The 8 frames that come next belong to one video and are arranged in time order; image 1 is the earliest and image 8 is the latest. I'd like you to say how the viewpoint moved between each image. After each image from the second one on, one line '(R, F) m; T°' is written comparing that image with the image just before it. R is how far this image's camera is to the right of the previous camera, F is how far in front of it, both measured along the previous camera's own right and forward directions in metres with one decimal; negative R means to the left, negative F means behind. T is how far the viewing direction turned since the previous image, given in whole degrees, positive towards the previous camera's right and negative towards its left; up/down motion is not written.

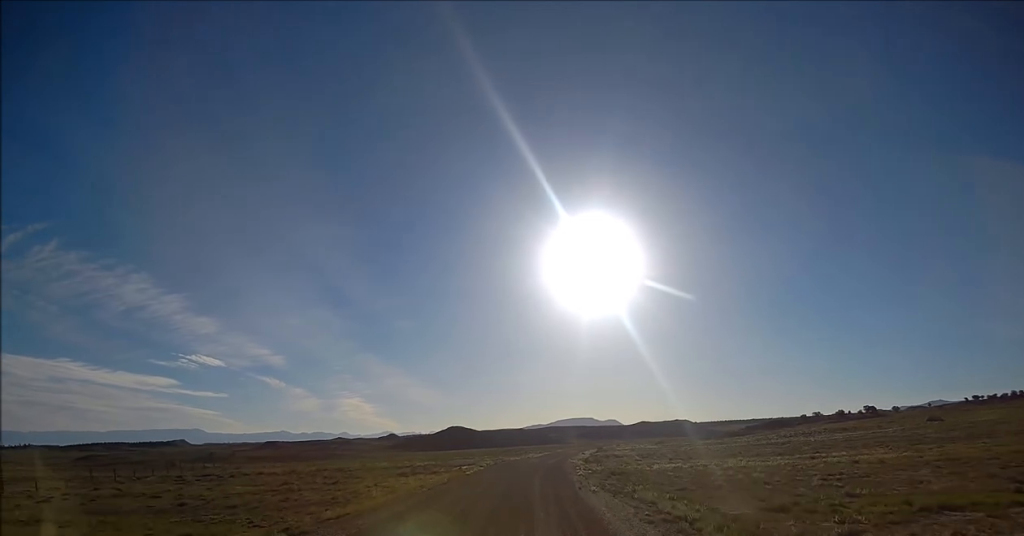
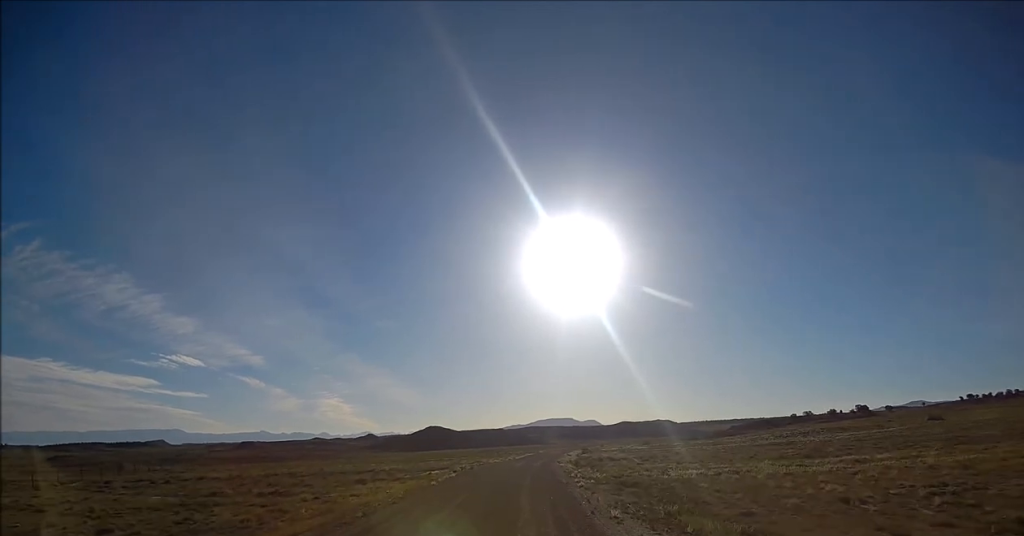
(+0.3, +10.5) m; +2°
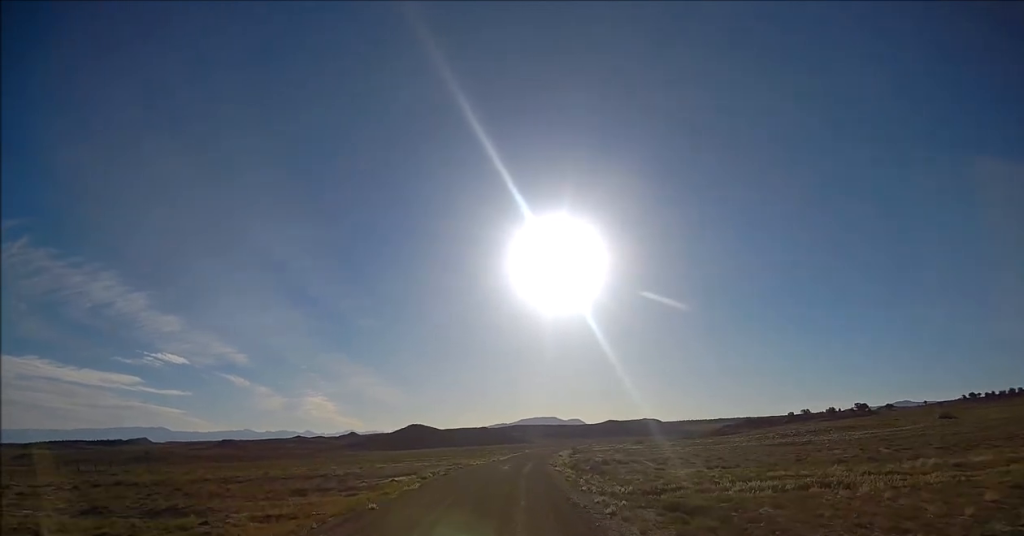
(+0.2, +13.2) m; +2°
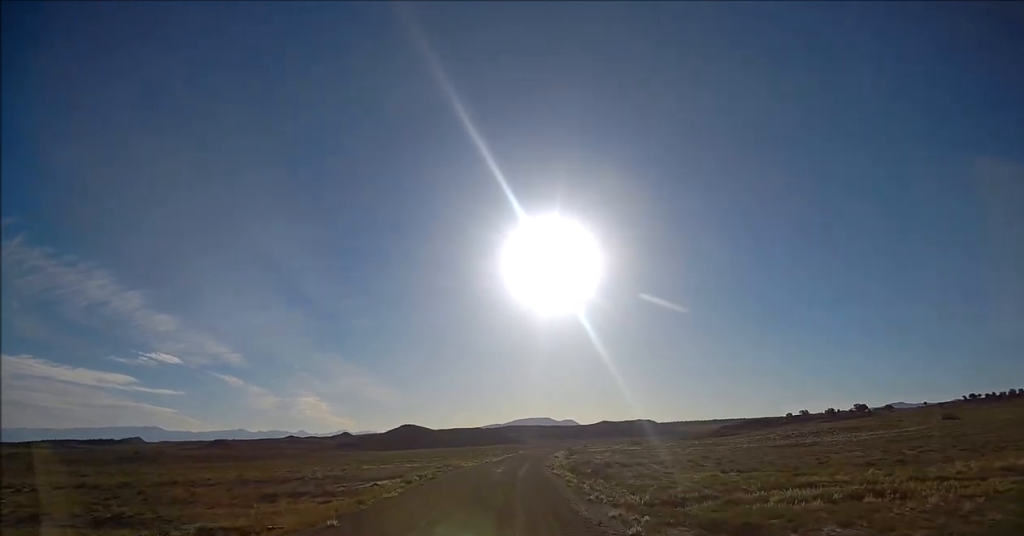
(0.0, +4.5) m; +1°
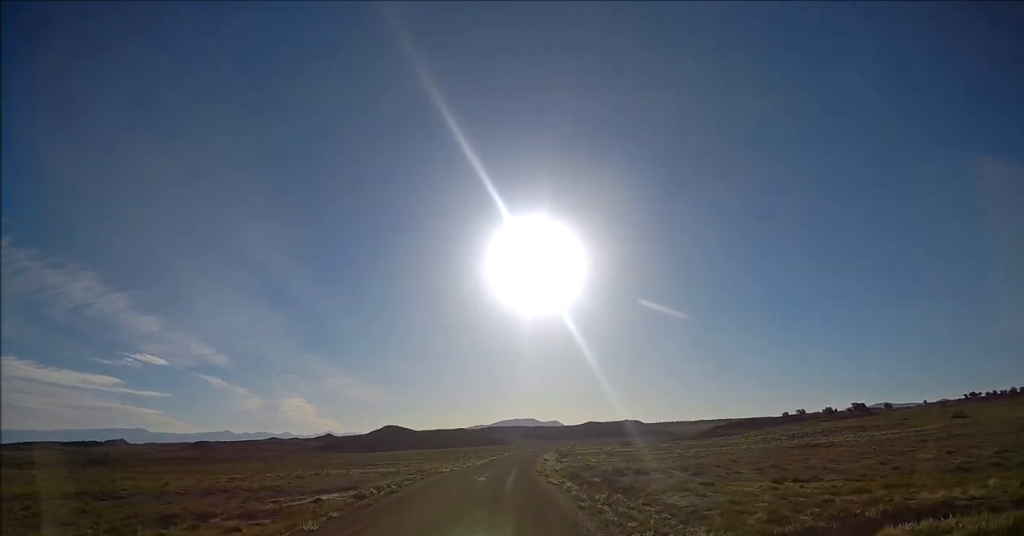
(+0.1, +10.1) m; +1°
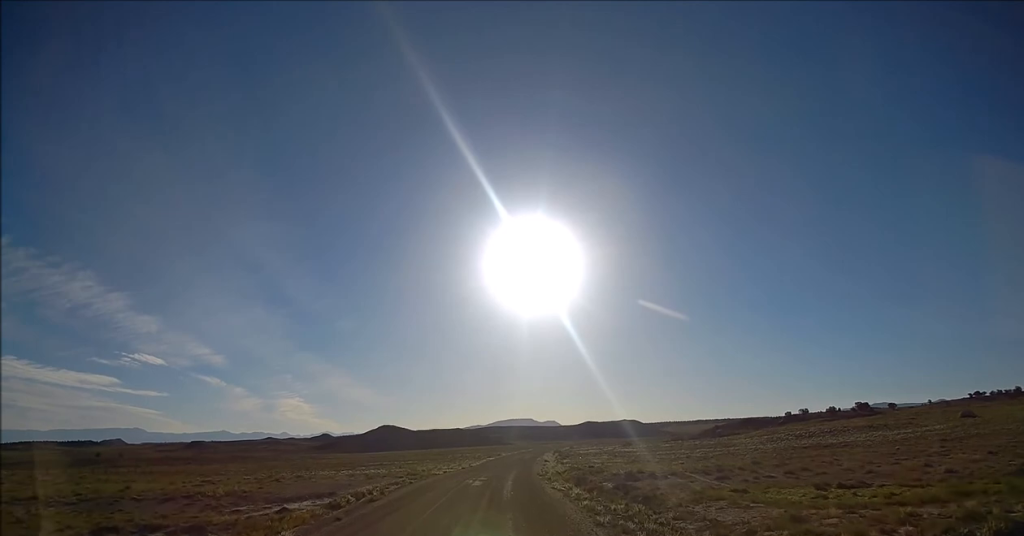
(+0.1, +4.9) m; 0°
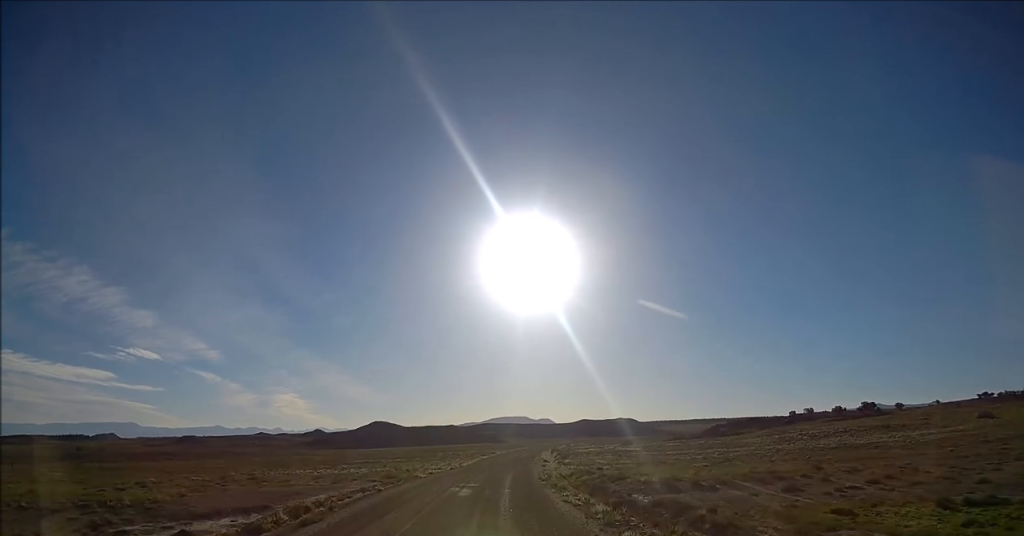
(0.0, +9.3) m; 0°
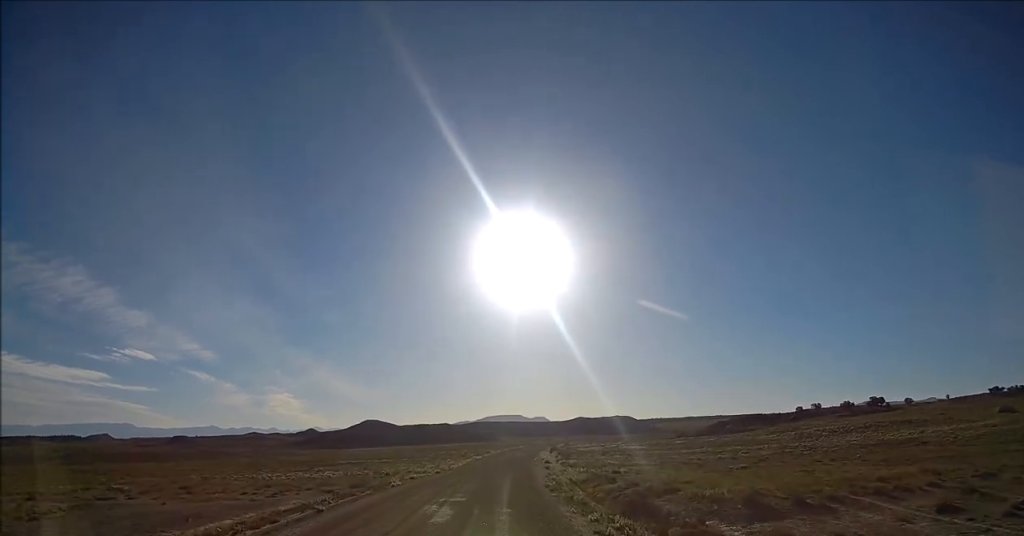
(0.0, +10.6) m; +1°
